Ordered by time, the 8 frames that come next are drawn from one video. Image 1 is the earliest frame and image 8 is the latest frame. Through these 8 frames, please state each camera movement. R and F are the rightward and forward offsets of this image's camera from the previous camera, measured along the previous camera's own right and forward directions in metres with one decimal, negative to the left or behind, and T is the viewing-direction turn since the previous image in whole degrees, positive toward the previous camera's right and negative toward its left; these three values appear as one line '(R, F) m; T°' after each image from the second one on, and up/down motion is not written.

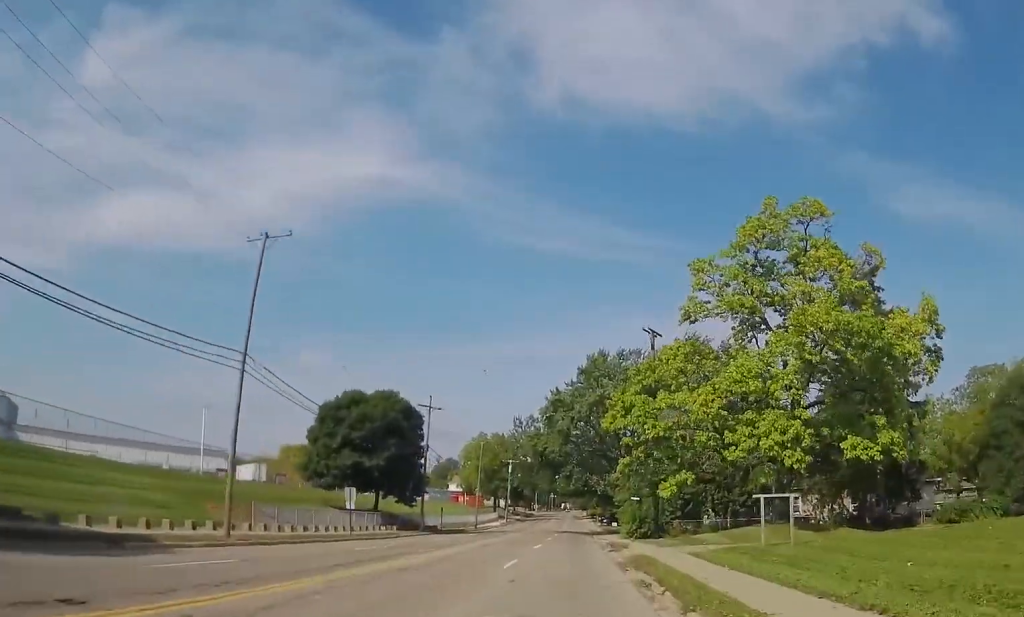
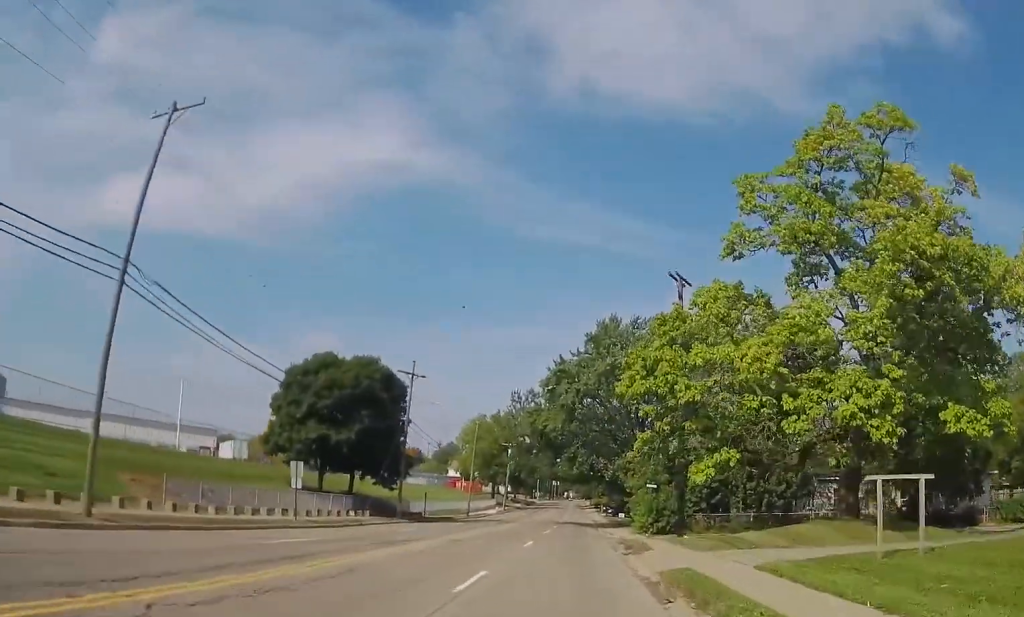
(0.0, +9.6) m; 0°
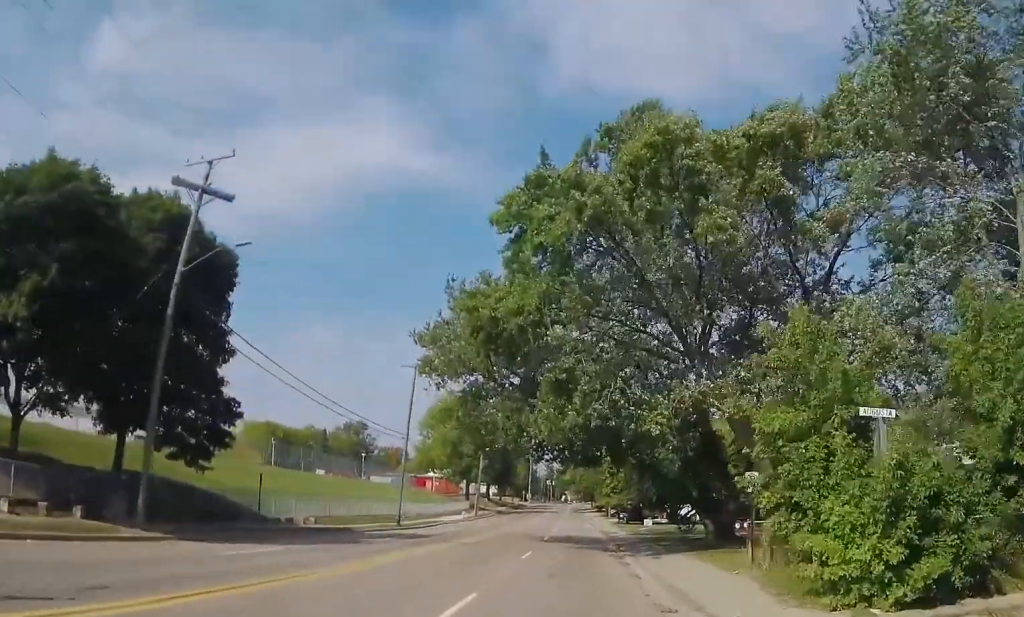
(-0.9, +34.9) m; -2°
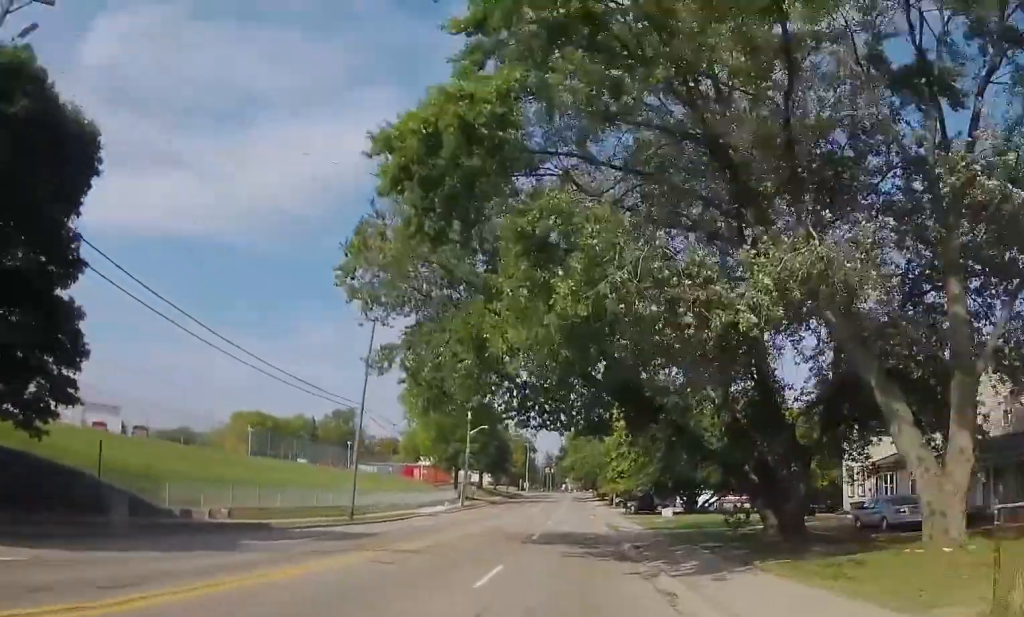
(+0.1, +11.5) m; +2°
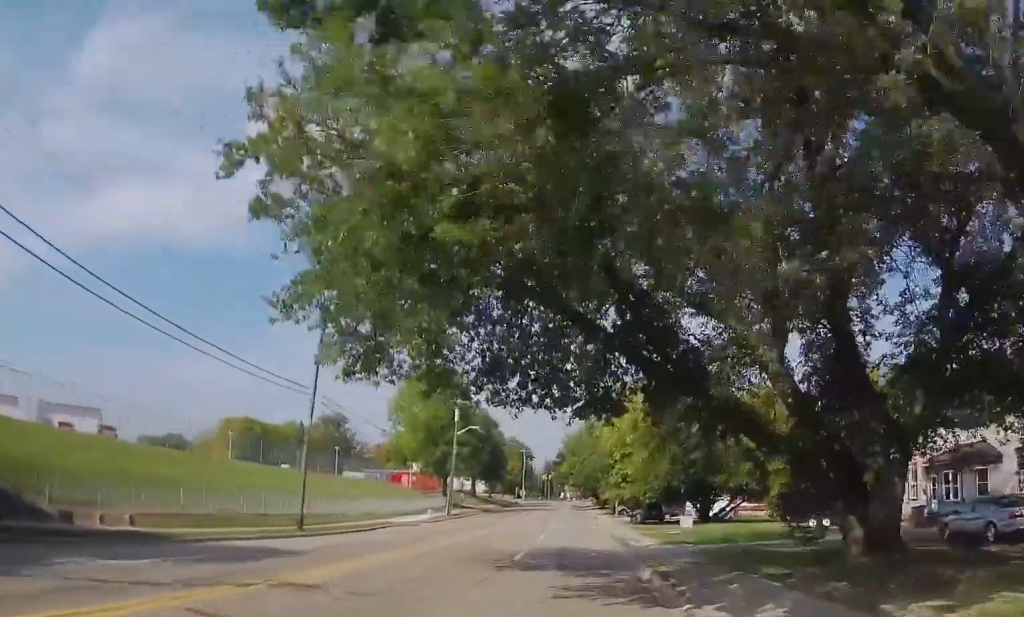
(+0.1, +7.9) m; +3°
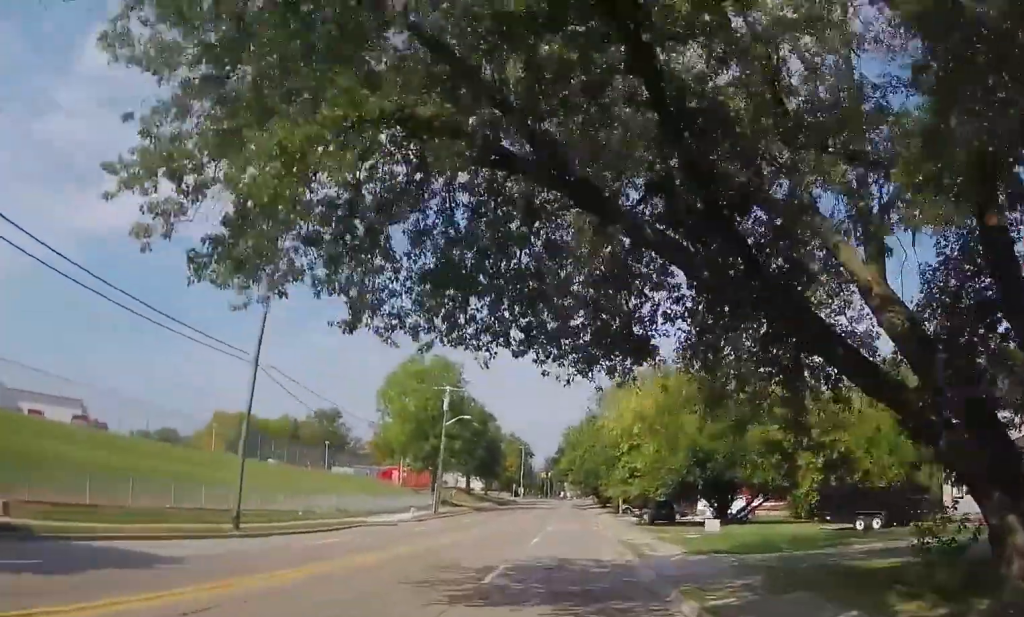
(+0.3, +6.8) m; 0°
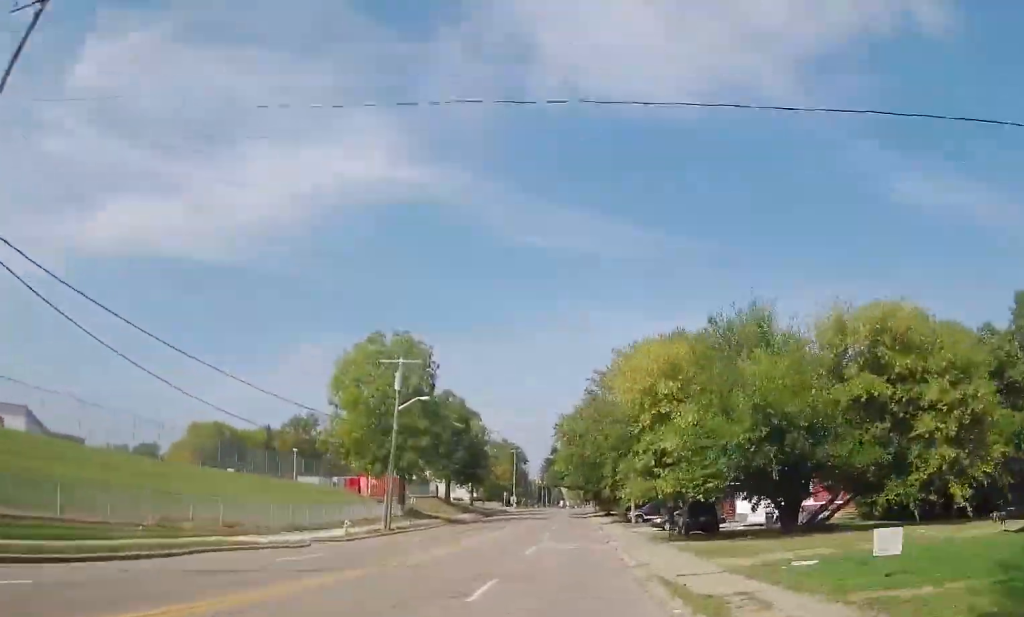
(0.0, +16.8) m; -1°
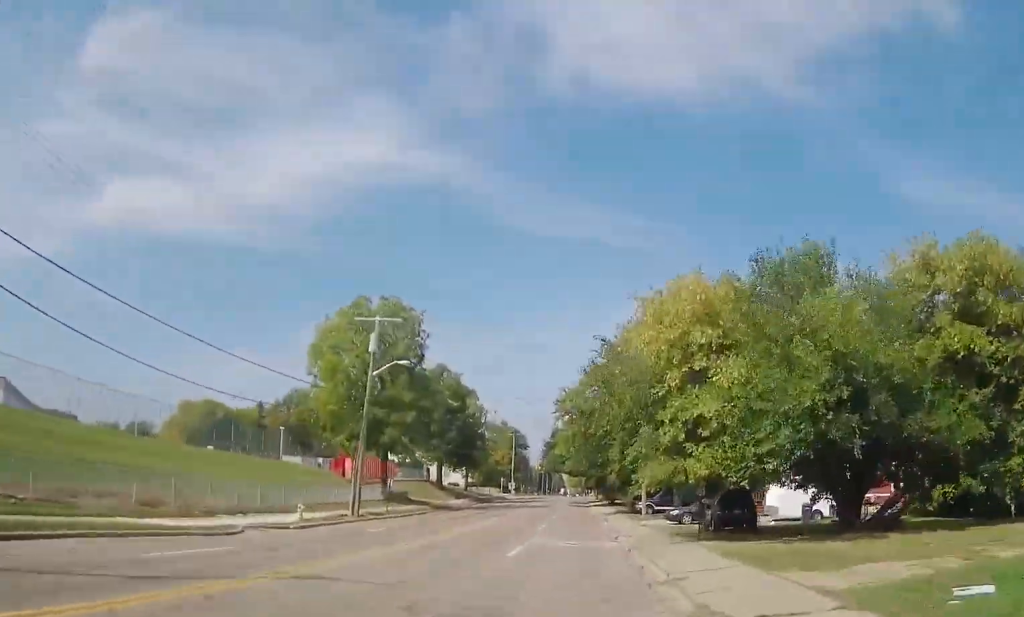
(-0.4, +7.7) m; 0°
